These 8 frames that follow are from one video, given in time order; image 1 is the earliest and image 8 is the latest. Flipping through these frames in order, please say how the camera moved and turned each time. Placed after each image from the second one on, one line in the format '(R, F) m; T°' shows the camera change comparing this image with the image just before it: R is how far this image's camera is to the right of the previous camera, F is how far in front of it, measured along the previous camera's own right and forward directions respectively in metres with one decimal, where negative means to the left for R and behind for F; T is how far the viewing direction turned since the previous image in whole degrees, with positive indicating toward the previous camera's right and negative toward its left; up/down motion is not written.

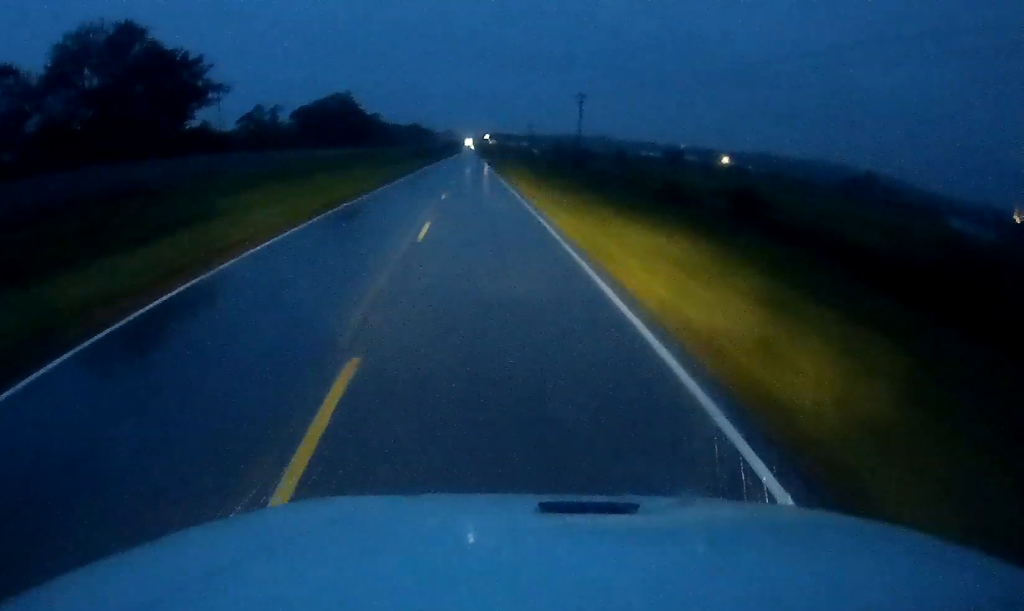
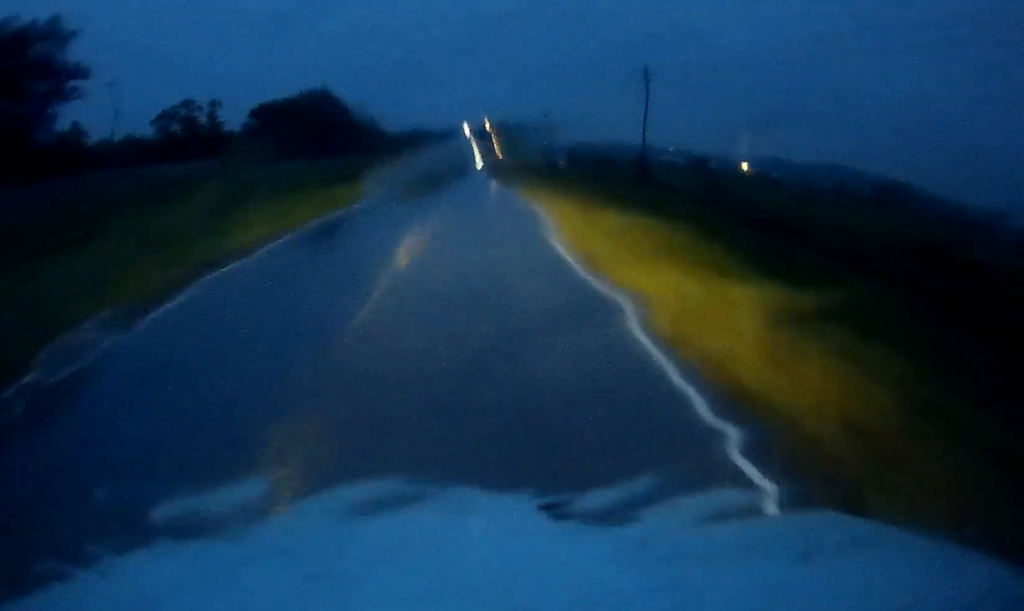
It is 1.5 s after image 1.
(0.0, +39.6) m; -1°
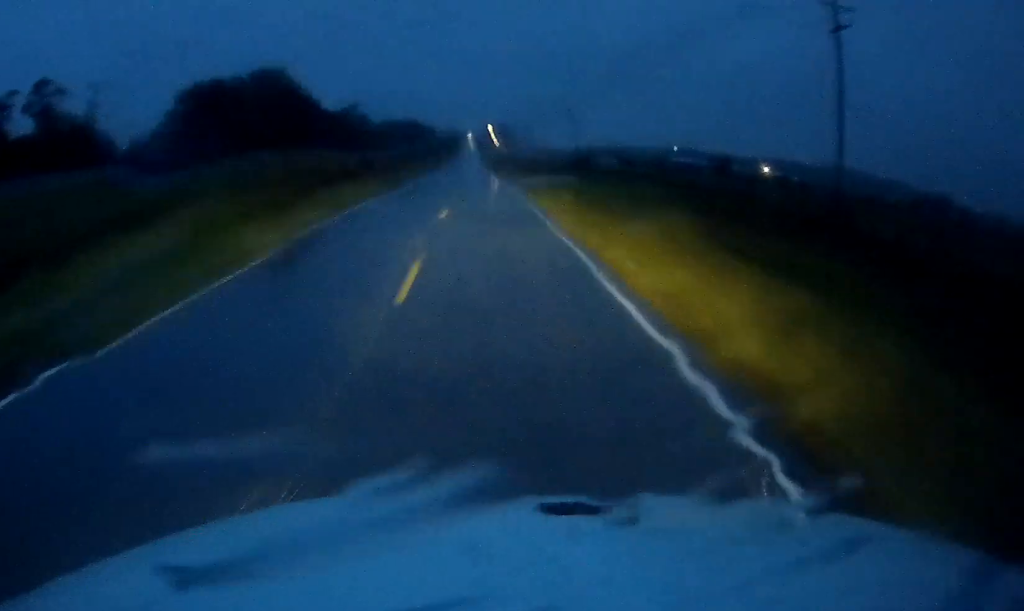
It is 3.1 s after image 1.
(0.0, +40.2) m; 0°
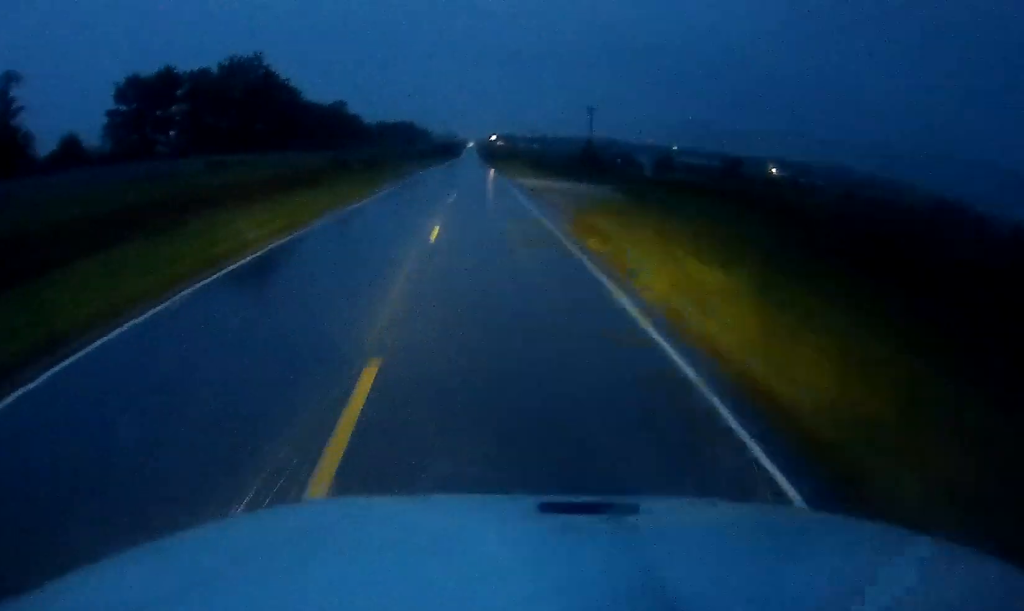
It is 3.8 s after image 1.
(0.0, +18.7) m; 0°
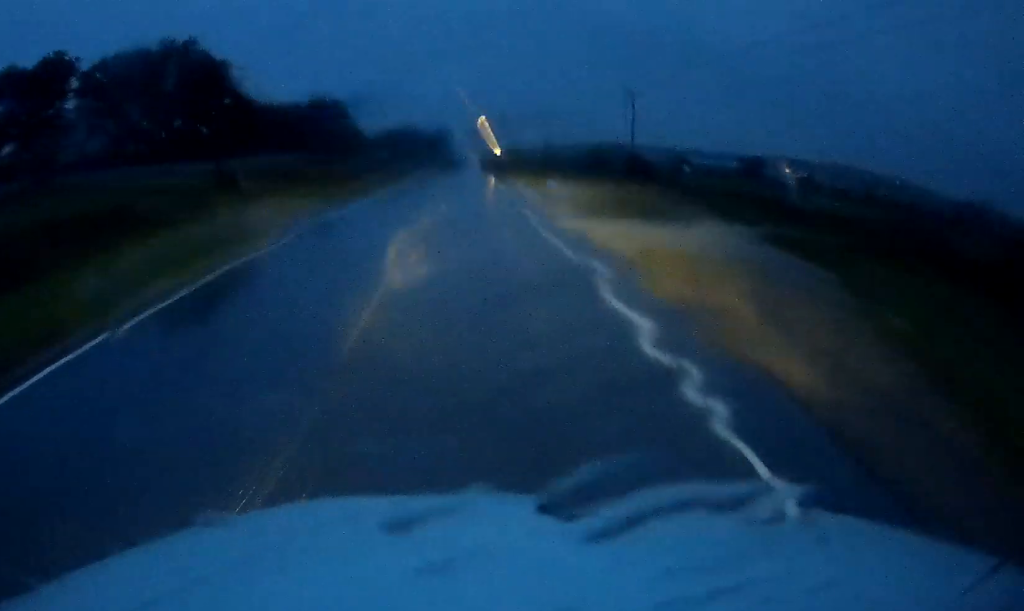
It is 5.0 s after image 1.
(-0.2, +28.7) m; 0°
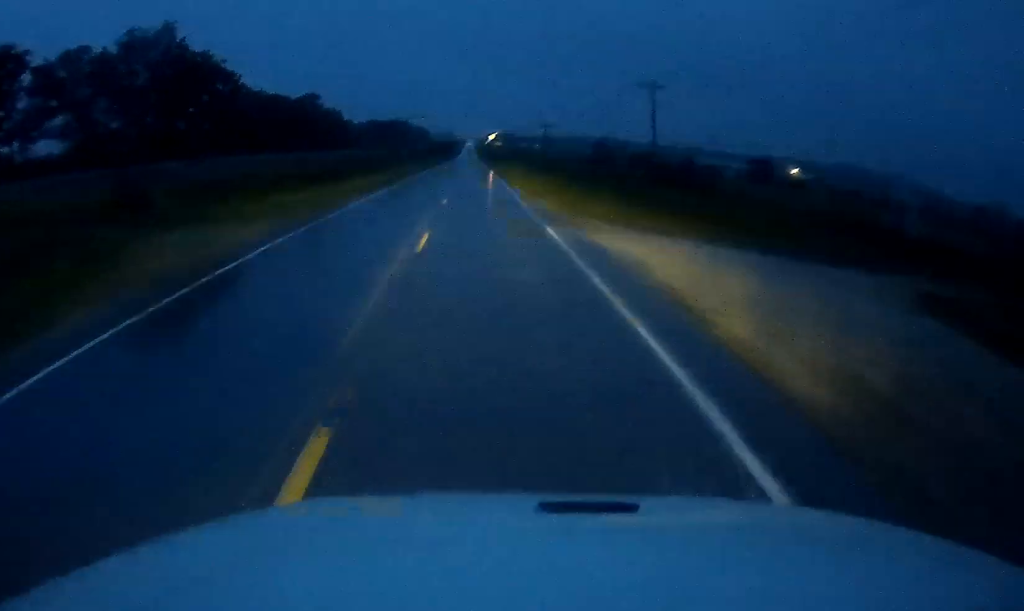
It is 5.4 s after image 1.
(0.0, +10.0) m; 0°
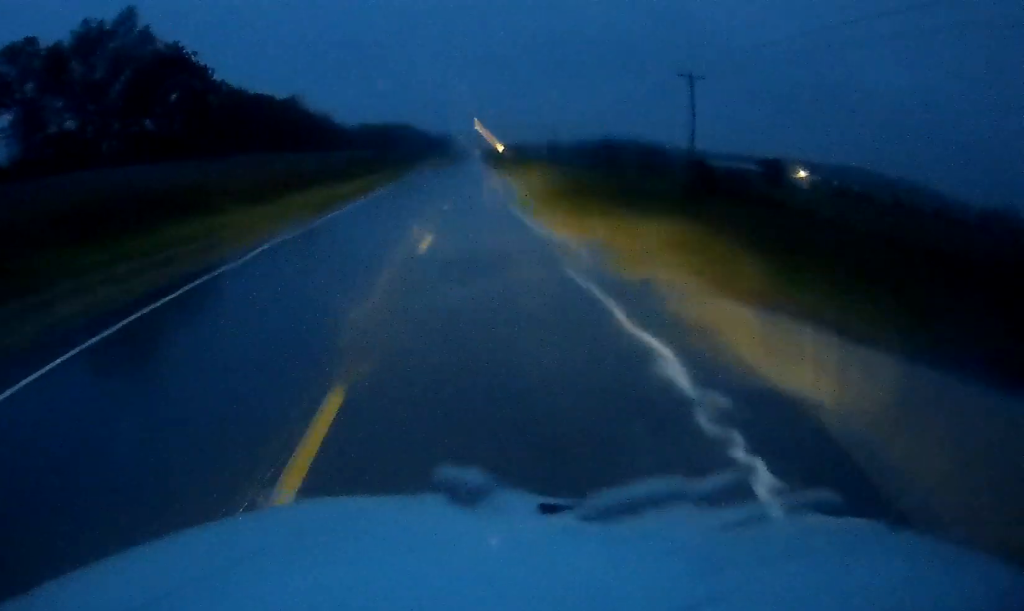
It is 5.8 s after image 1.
(+0.1, +11.5) m; 0°
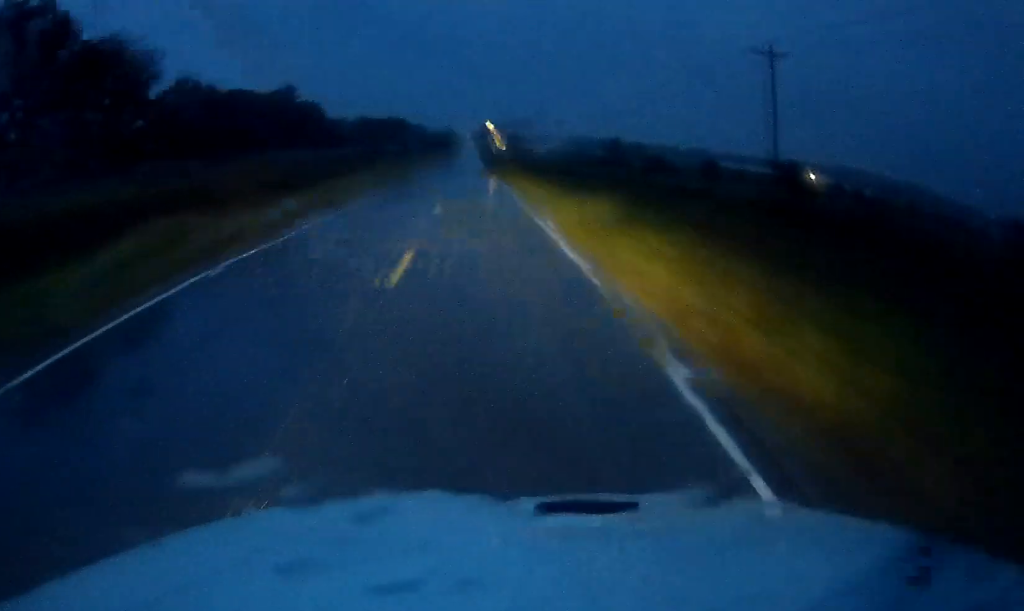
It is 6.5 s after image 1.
(+0.1, +16.5) m; 0°
